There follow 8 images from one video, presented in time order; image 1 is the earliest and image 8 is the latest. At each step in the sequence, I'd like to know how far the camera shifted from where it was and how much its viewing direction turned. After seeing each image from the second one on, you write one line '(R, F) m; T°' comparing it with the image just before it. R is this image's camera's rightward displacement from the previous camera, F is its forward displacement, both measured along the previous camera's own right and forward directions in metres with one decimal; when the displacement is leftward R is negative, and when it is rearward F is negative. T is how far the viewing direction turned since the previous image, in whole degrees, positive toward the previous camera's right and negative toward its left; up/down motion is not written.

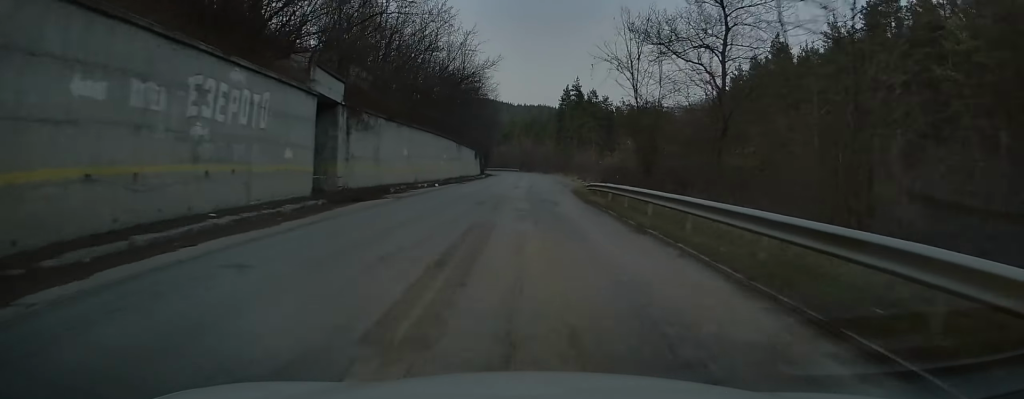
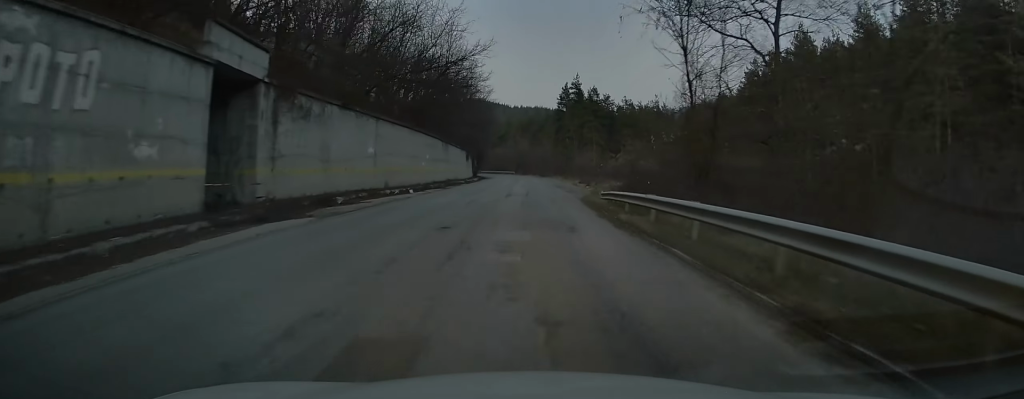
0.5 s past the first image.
(0.0, +8.8) m; 0°
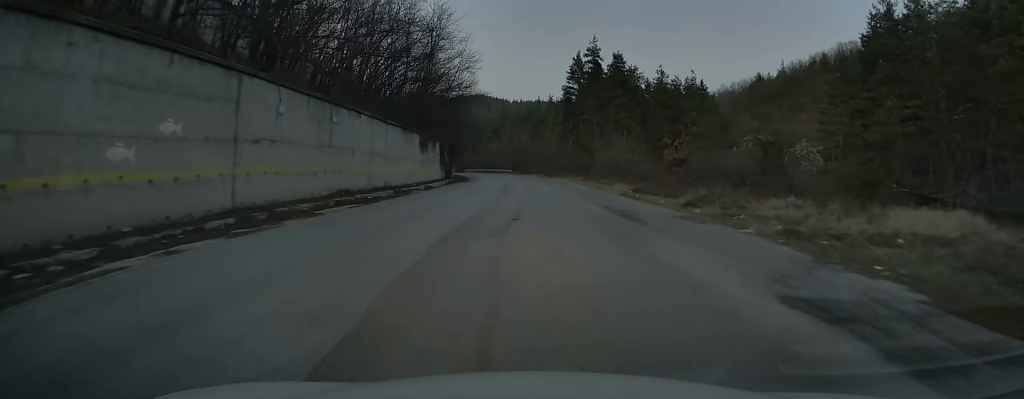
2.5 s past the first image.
(0.0, +38.9) m; 0°
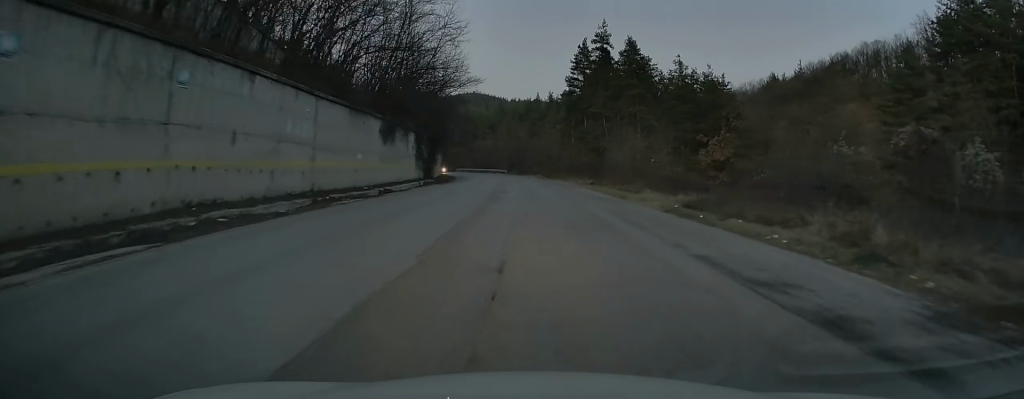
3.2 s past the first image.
(+0.1, +13.1) m; 0°
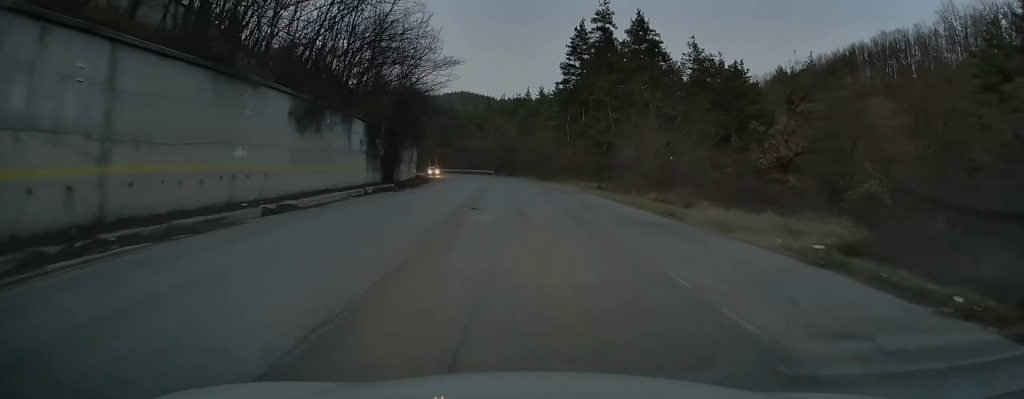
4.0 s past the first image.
(0.0, +13.6) m; -1°
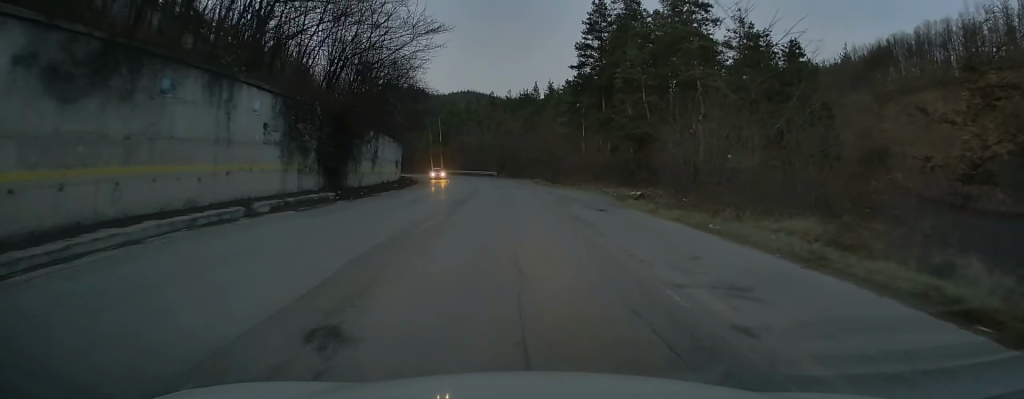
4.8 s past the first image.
(-0.2, +15.2) m; -1°
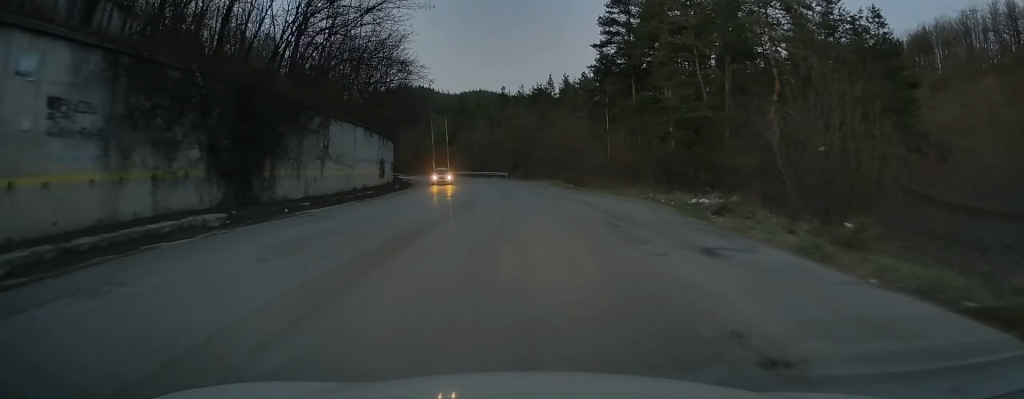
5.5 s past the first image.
(0.0, +12.1) m; -1°
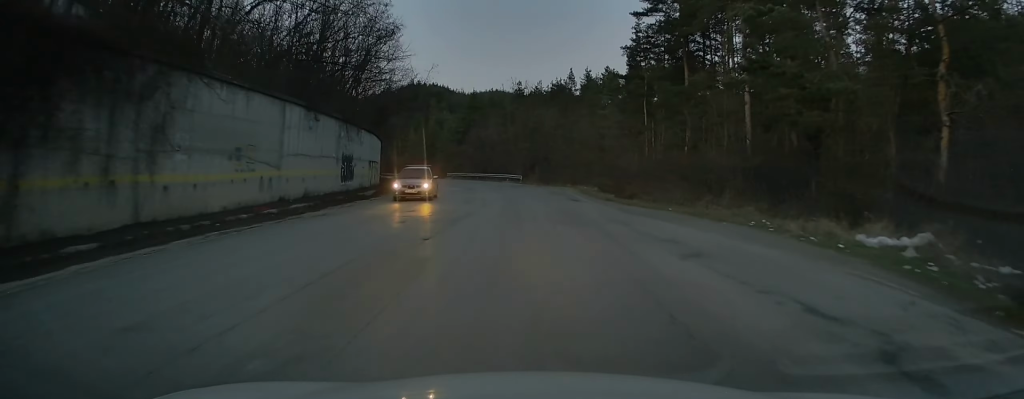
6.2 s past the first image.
(+0.1, +14.0) m; -1°
